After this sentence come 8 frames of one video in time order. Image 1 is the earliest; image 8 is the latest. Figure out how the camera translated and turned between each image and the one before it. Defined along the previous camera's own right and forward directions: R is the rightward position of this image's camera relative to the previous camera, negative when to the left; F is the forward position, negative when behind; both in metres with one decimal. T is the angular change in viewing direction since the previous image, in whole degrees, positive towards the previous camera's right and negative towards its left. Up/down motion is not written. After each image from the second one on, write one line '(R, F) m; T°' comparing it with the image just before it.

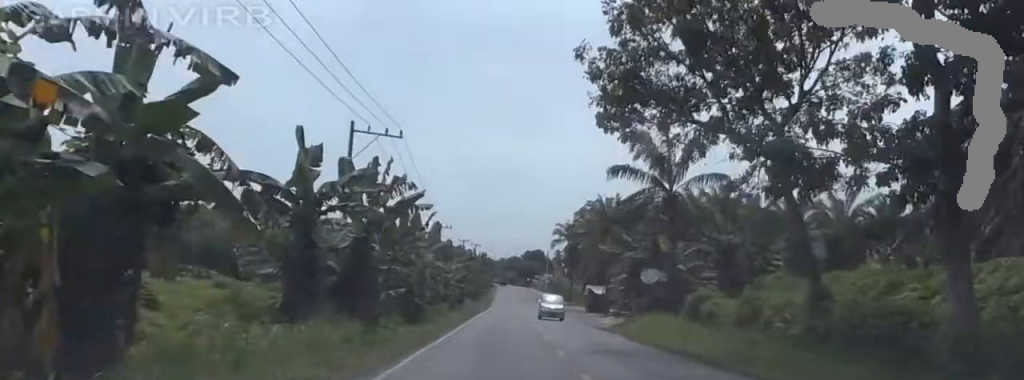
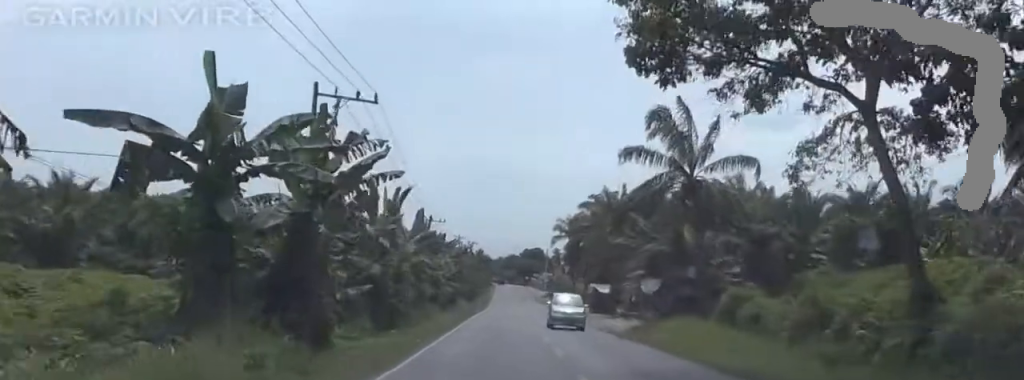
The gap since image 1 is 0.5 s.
(0.0, +7.7) m; 0°
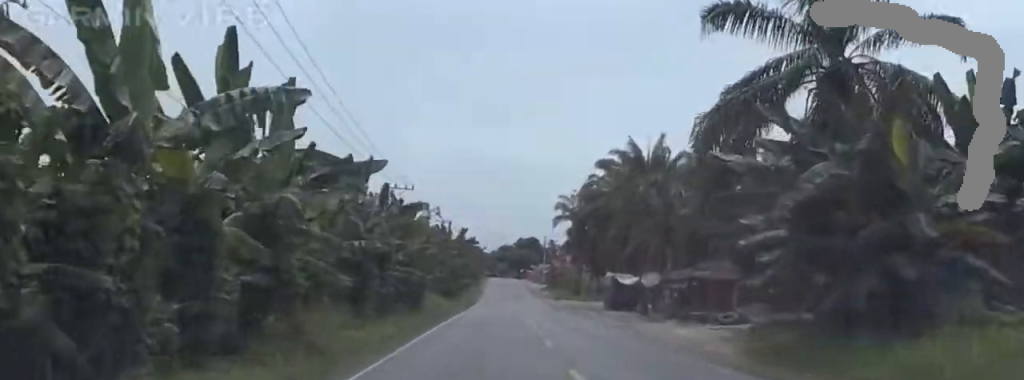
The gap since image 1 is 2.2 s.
(0.0, +25.5) m; +1°
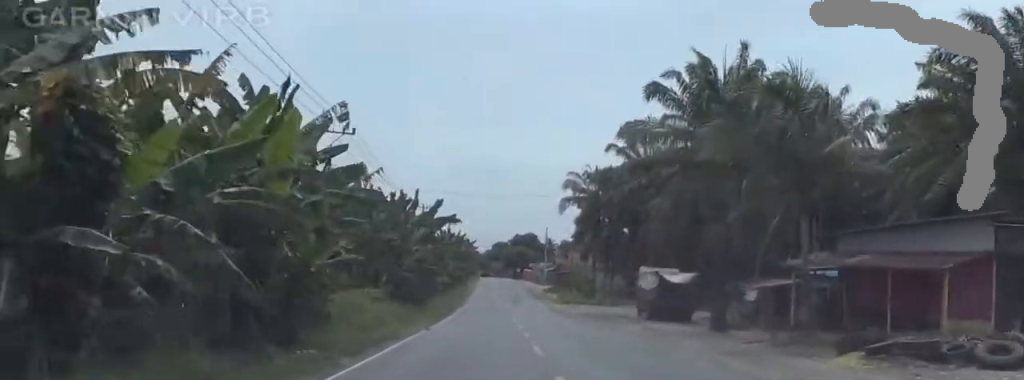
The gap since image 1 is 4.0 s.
(+0.6, +25.0) m; +1°
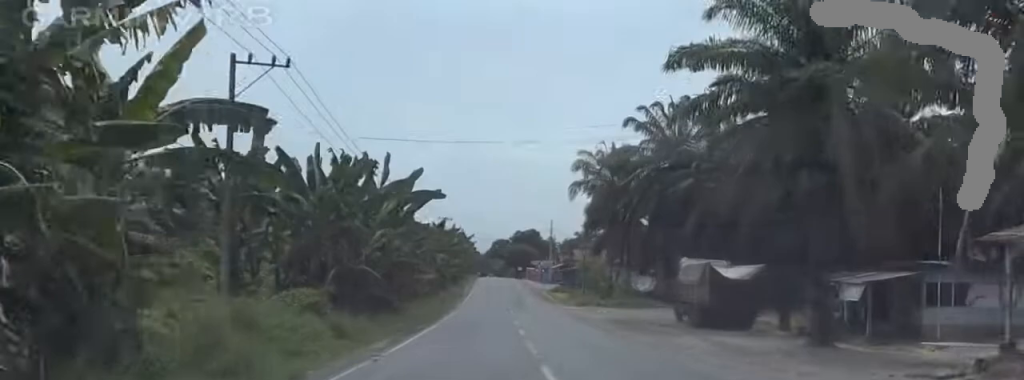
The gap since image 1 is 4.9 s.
(0.0, +13.4) m; -1°
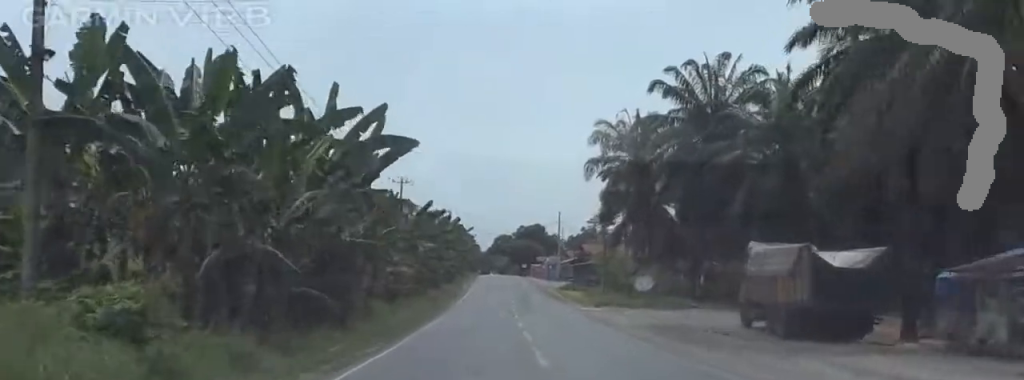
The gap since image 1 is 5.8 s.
(-0.3, +13.0) m; -1°
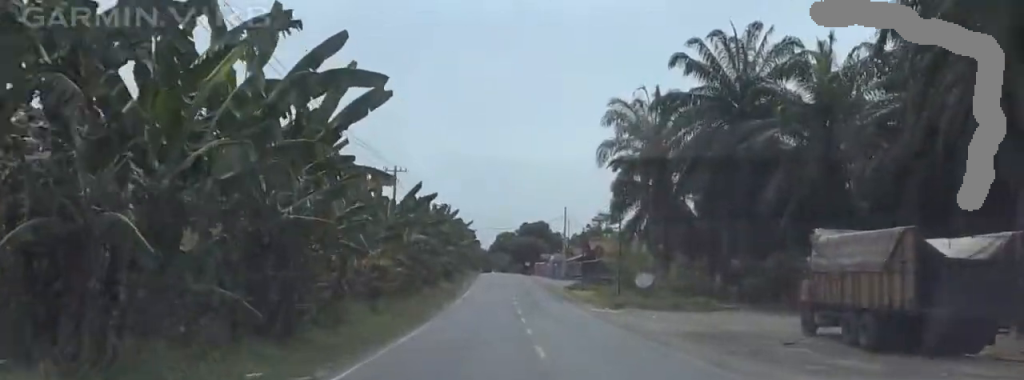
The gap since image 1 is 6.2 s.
(-0.3, +7.2) m; 0°
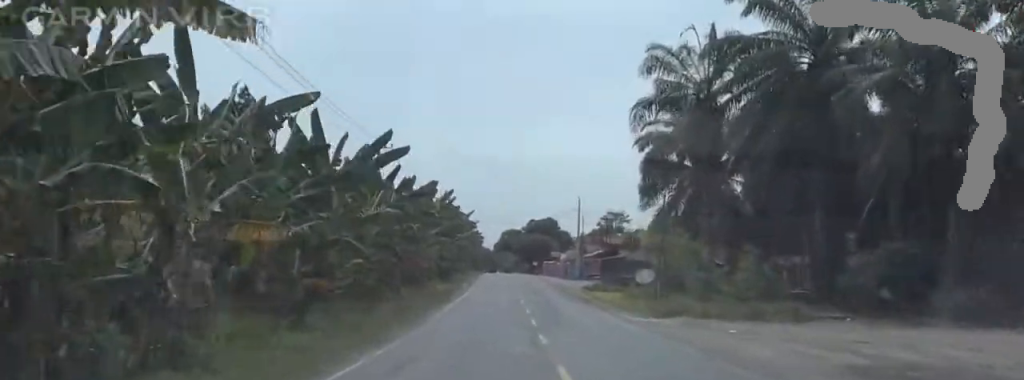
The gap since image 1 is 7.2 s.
(+0.5, +13.6) m; +3°
